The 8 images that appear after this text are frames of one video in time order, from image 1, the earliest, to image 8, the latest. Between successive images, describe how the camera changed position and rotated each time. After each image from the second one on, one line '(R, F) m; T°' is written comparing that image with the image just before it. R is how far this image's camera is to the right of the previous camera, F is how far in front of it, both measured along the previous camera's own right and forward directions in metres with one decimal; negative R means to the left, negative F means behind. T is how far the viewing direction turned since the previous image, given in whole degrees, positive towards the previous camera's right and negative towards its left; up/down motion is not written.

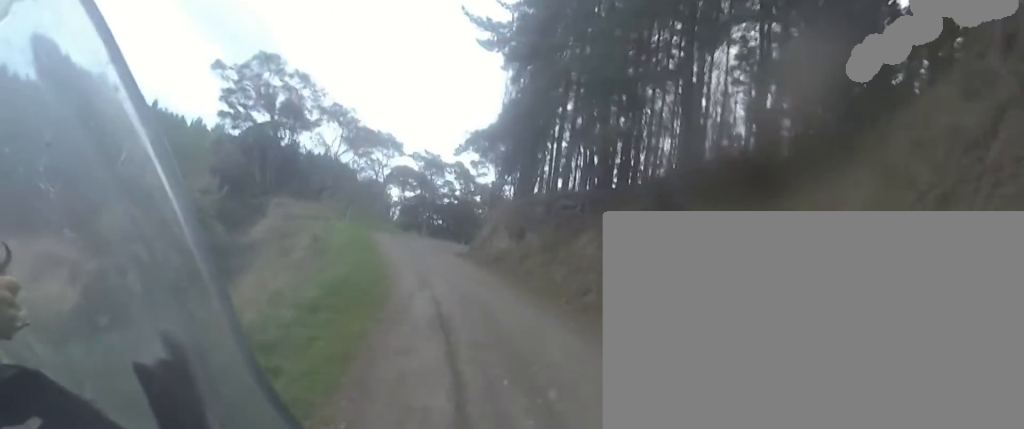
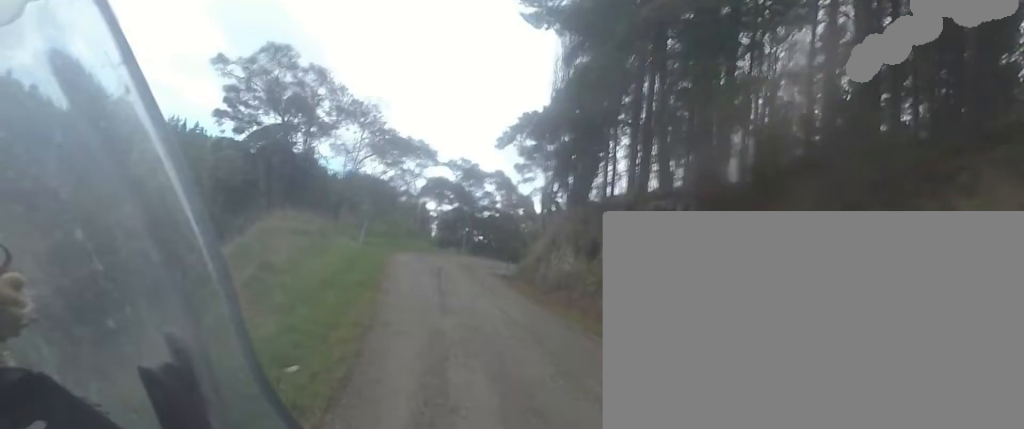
(+0.3, +7.2) m; -4°
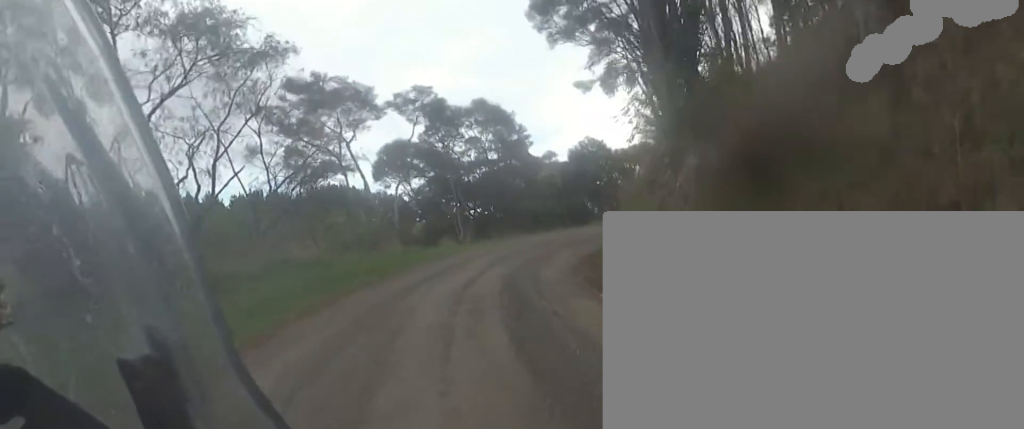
(-1.0, +16.8) m; +5°
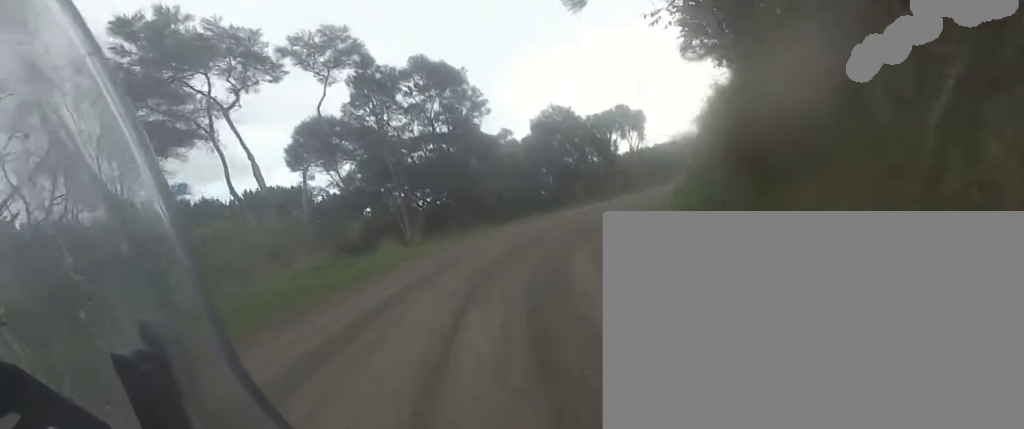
(+0.6, +8.0) m; +11°
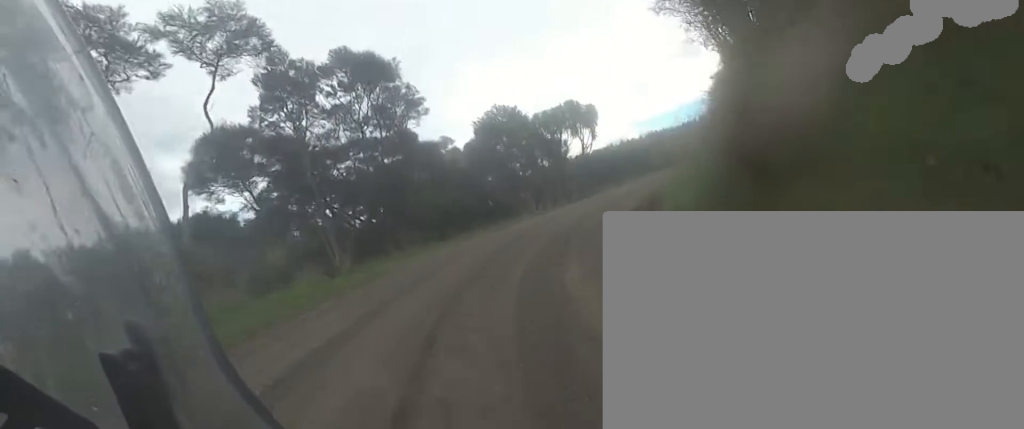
(+0.4, +4.4) m; +8°
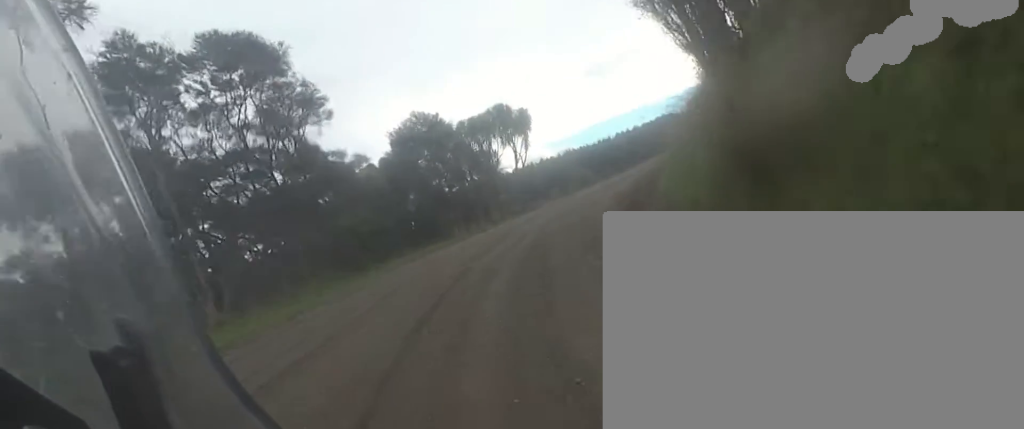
(-0.1, +4.8) m; +8°
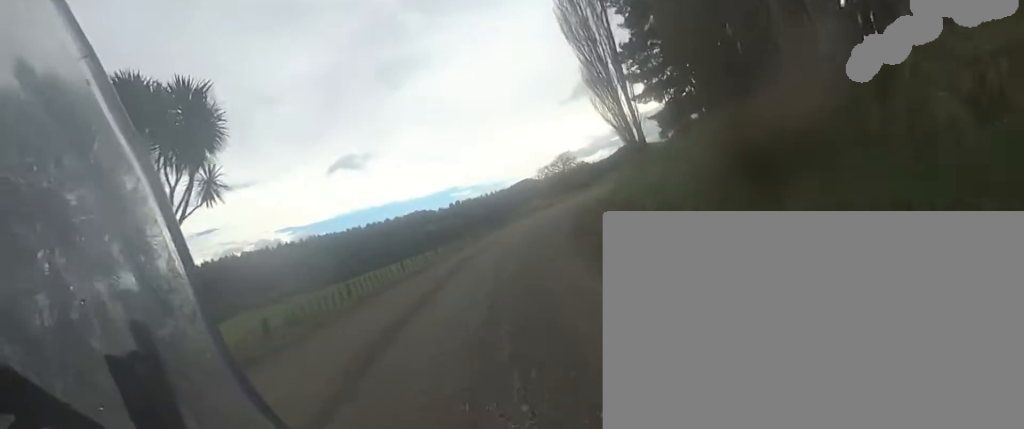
(+3.8, +16.3) m; +22°
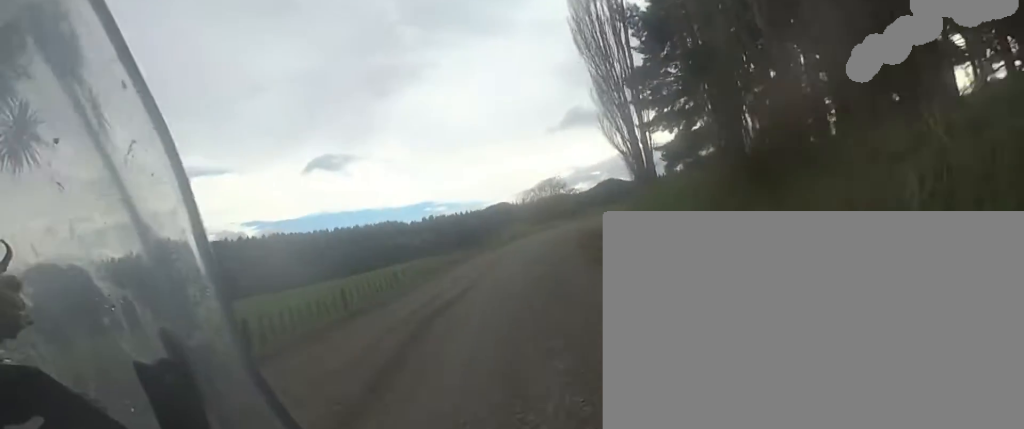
(+0.4, +5.0) m; +3°
